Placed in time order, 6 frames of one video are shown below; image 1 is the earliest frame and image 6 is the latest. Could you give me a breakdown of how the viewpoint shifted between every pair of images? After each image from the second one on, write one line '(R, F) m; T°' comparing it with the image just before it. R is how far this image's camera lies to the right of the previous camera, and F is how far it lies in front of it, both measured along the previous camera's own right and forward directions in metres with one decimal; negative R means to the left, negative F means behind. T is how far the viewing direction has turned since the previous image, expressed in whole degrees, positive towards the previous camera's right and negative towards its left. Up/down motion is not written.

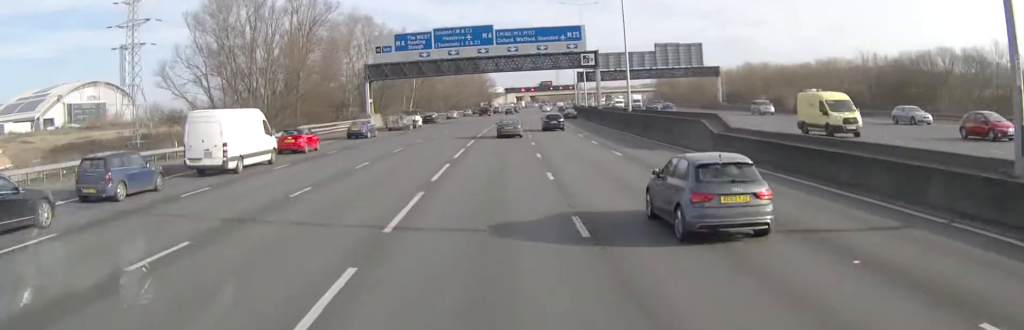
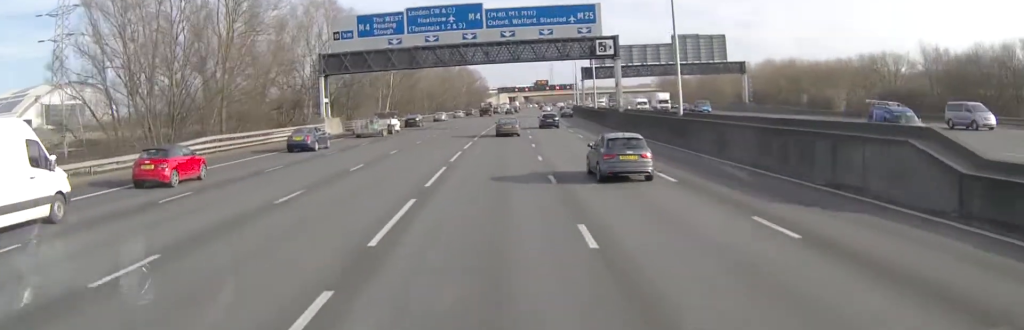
(+0.1, +19.2) m; +1°
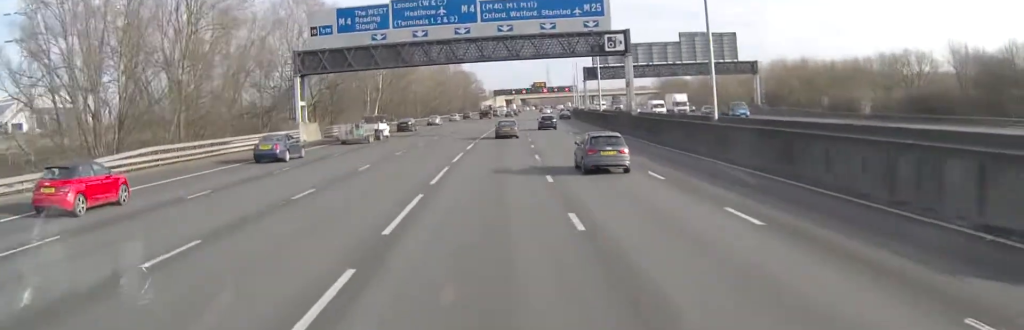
(0.0, +7.3) m; 0°
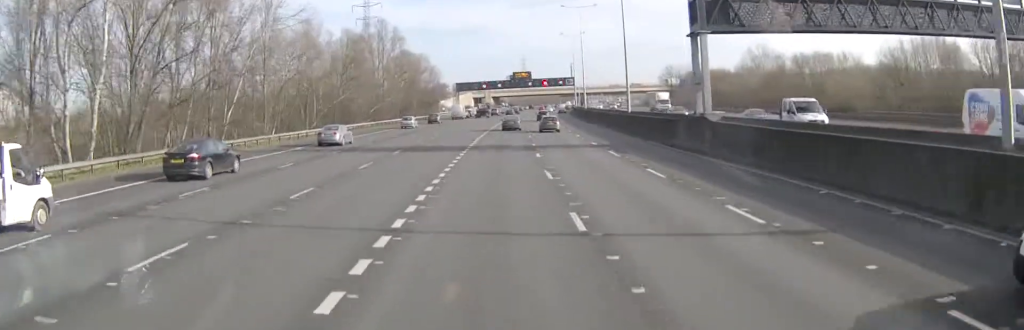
(+1.2, +72.1) m; +2°
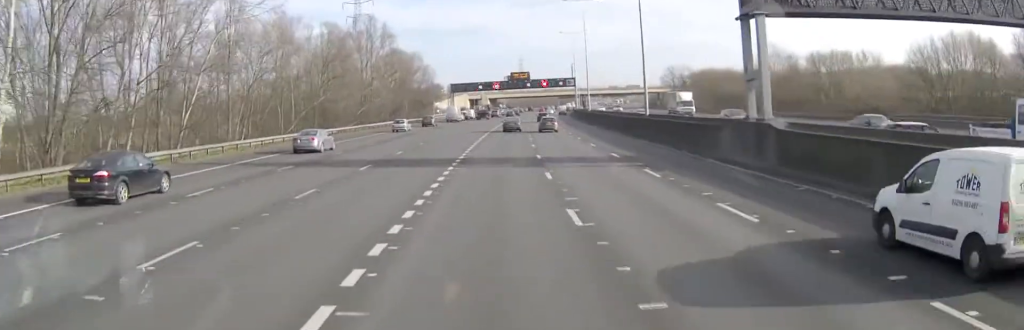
(0.0, +8.5) m; 0°
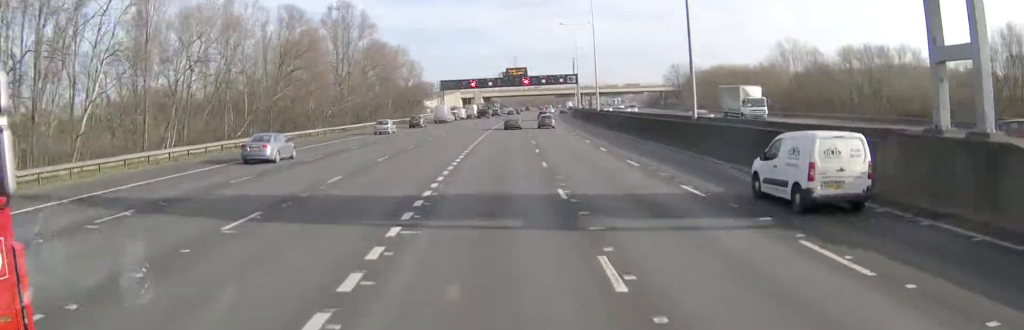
(+0.1, +14.3) m; 0°
